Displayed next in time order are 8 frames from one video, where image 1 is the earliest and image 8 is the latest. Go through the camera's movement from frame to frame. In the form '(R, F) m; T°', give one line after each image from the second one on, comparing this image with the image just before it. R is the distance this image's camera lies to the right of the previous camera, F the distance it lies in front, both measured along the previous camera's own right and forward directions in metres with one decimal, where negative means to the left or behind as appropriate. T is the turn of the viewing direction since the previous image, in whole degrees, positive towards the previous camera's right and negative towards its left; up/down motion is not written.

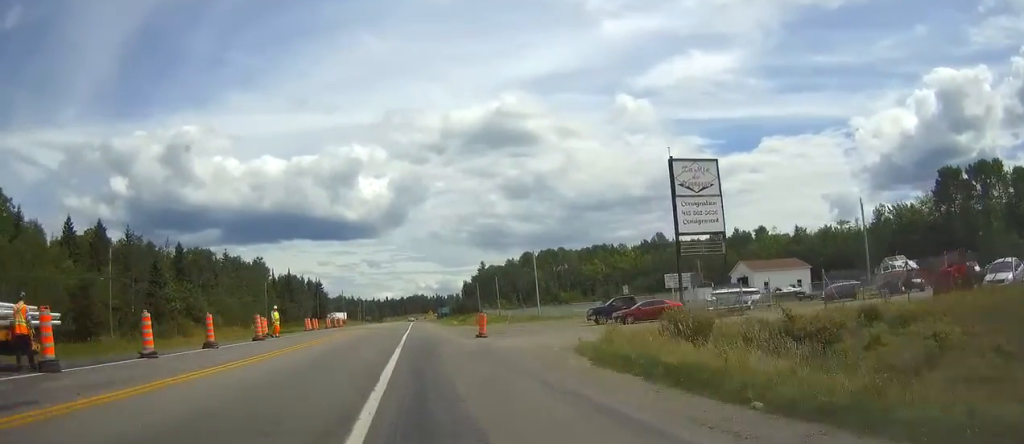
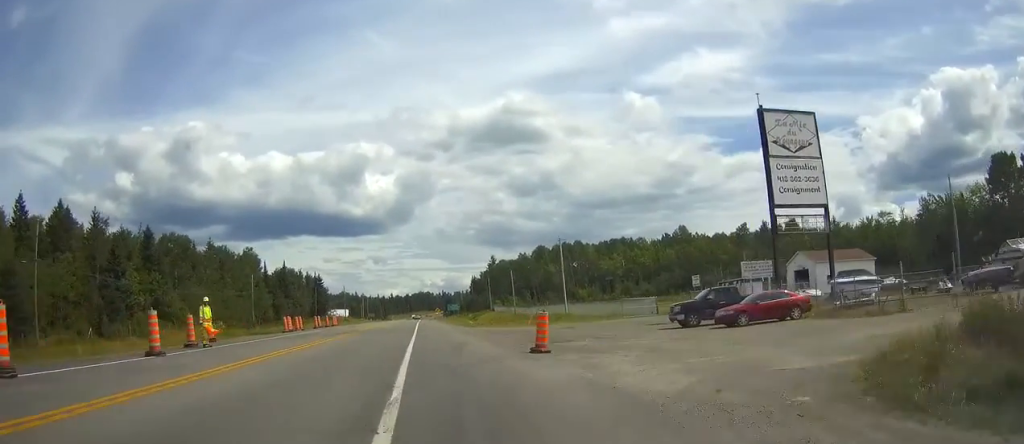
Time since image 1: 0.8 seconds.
(-0.1, +14.9) m; 0°
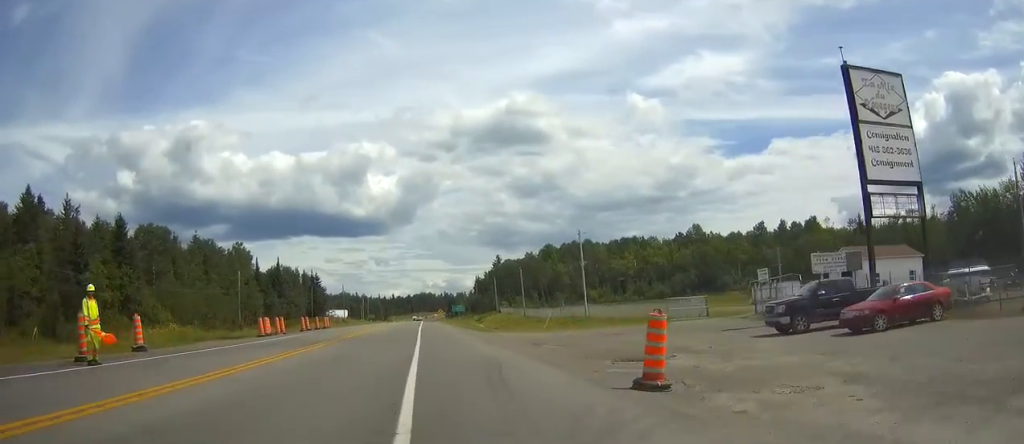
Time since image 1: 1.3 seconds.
(-0.1, +9.7) m; 0°
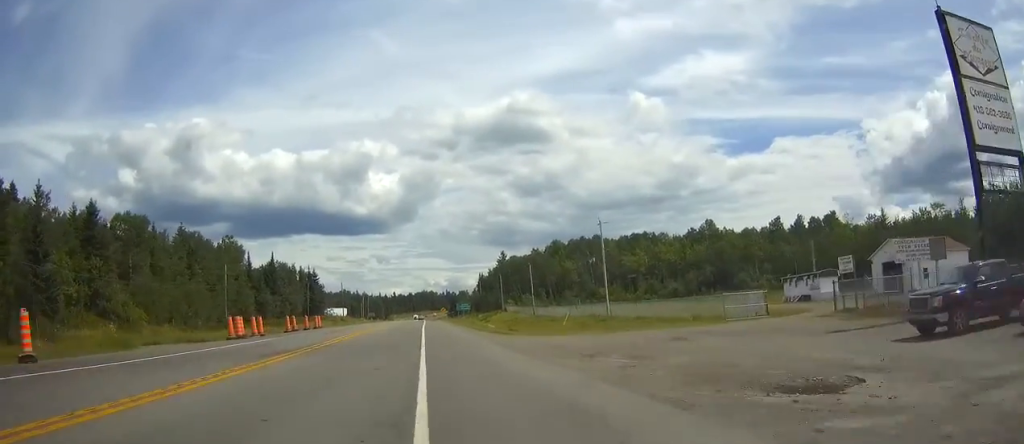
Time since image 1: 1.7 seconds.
(0.0, +8.5) m; 0°
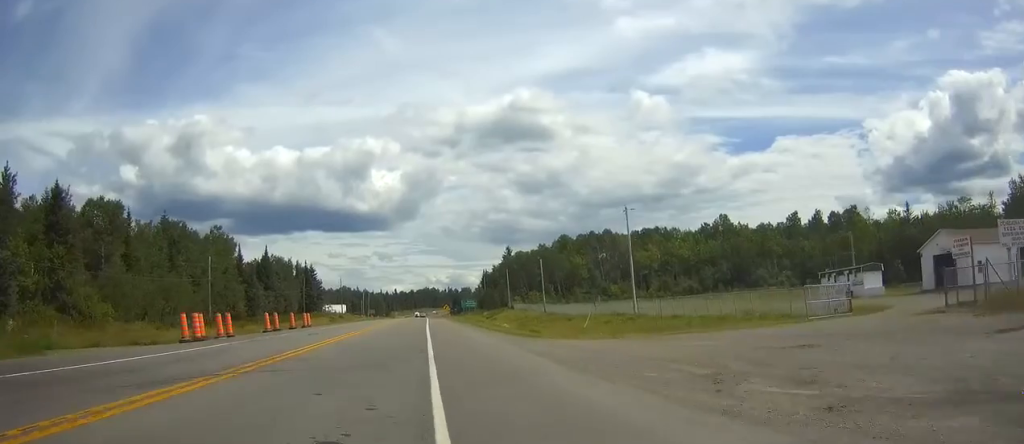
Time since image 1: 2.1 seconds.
(0.0, +8.5) m; 0°
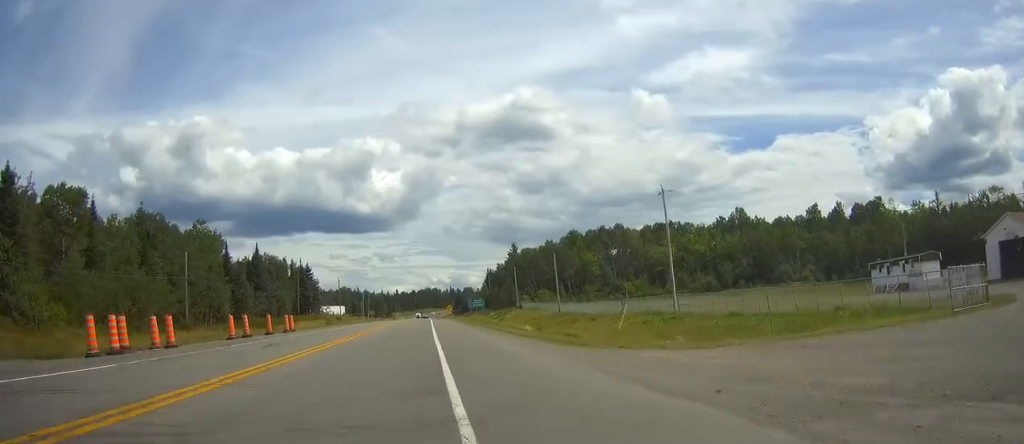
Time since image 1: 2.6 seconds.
(0.0, +9.8) m; 0°
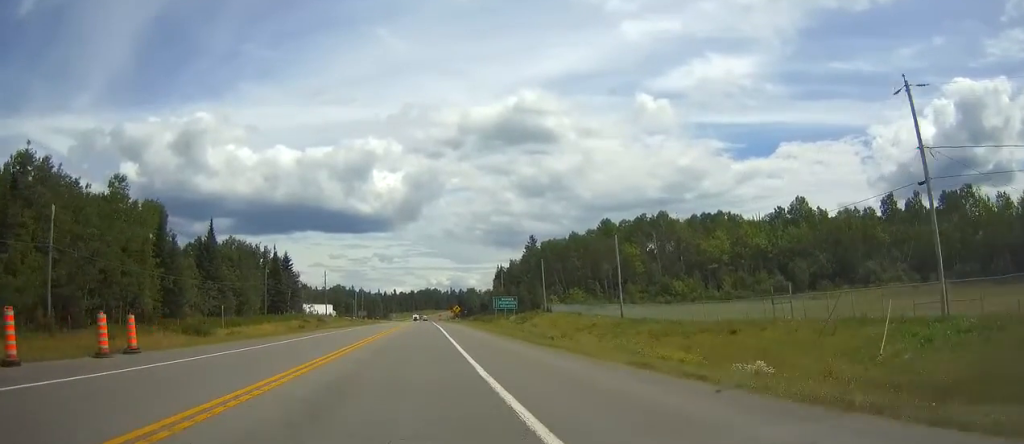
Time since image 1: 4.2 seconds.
(-0.1, +31.6) m; 0°
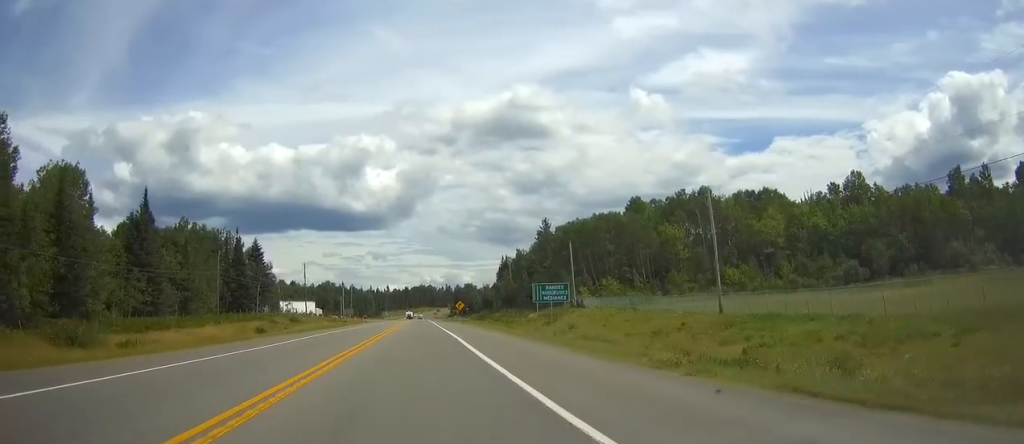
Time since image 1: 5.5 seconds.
(+0.1, +25.3) m; 0°
